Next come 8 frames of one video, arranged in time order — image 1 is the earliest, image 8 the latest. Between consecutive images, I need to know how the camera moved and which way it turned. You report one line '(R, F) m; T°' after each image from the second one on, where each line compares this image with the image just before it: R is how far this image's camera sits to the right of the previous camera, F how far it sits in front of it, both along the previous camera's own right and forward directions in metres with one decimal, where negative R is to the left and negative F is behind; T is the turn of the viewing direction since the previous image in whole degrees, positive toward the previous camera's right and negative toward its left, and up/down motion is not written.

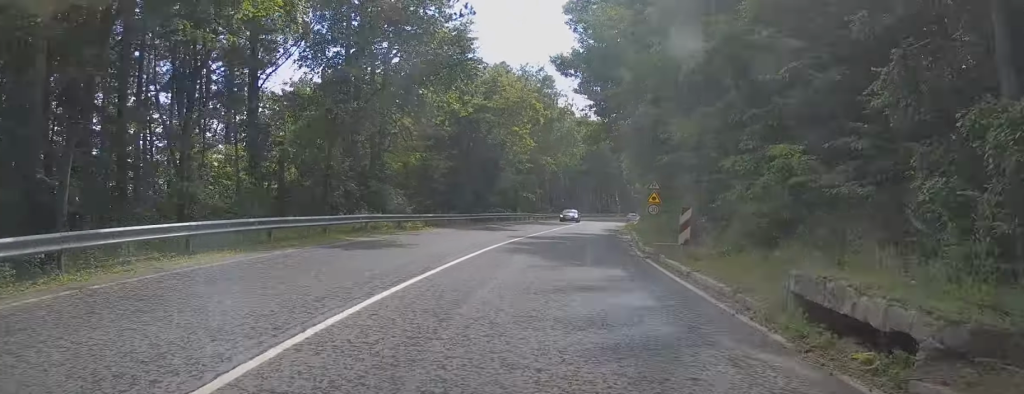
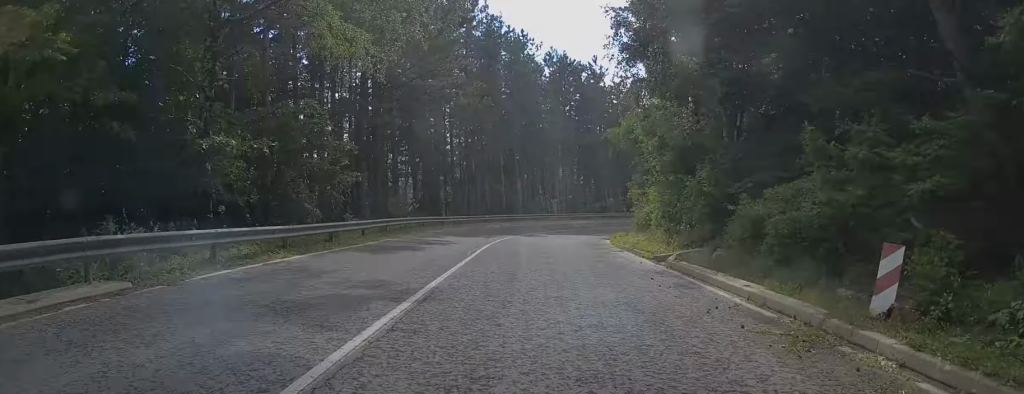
(+7.8, +49.8) m; +19°
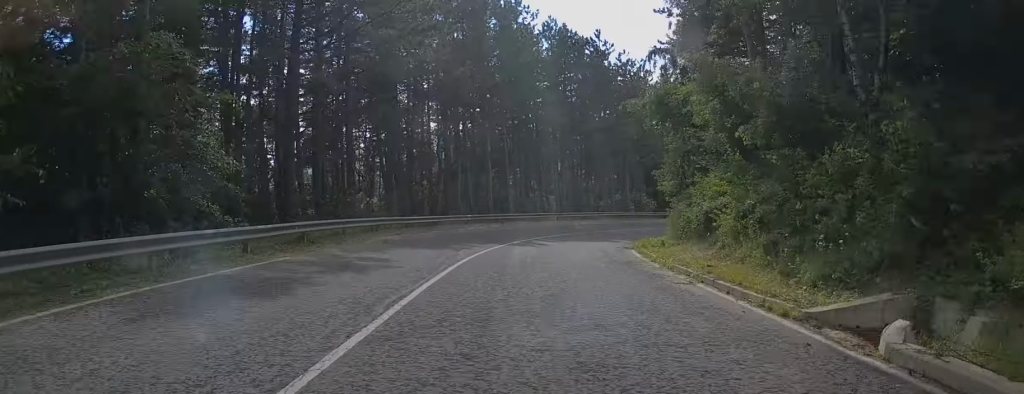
(+0.3, +10.1) m; +3°
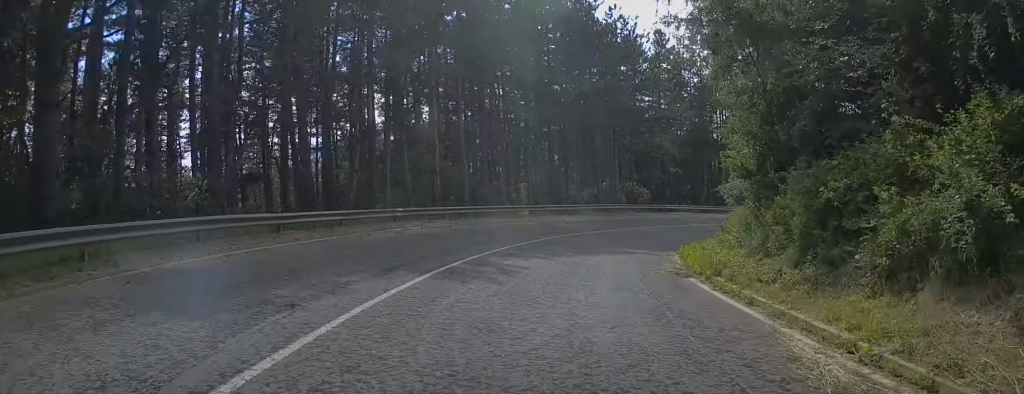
(+0.3, +13.5) m; +3°
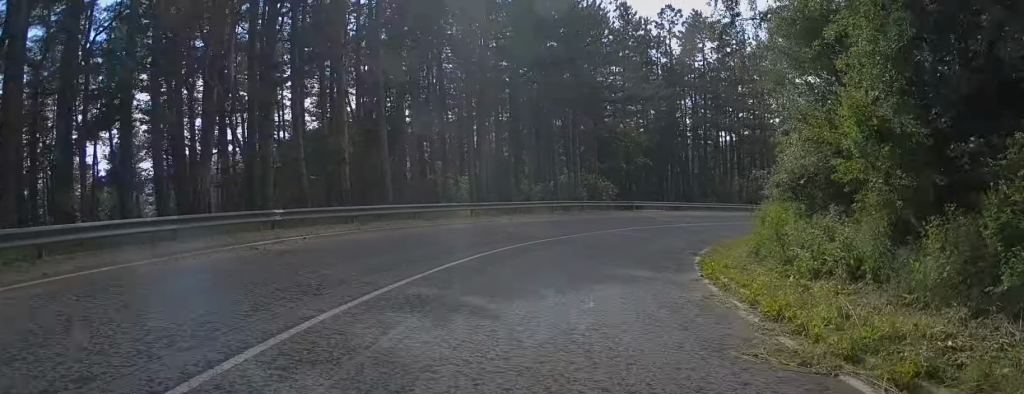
(+0.2, +8.7) m; +2°
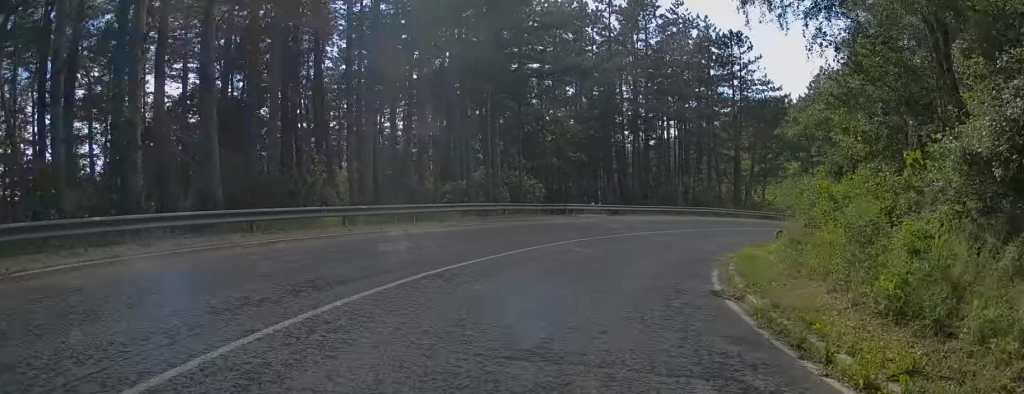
(+0.3, +9.7) m; +6°
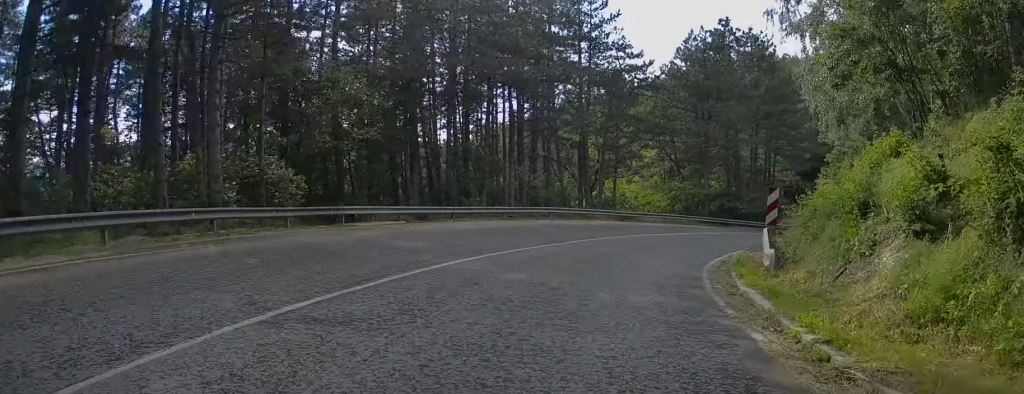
(+1.5, +14.5) m; +10°
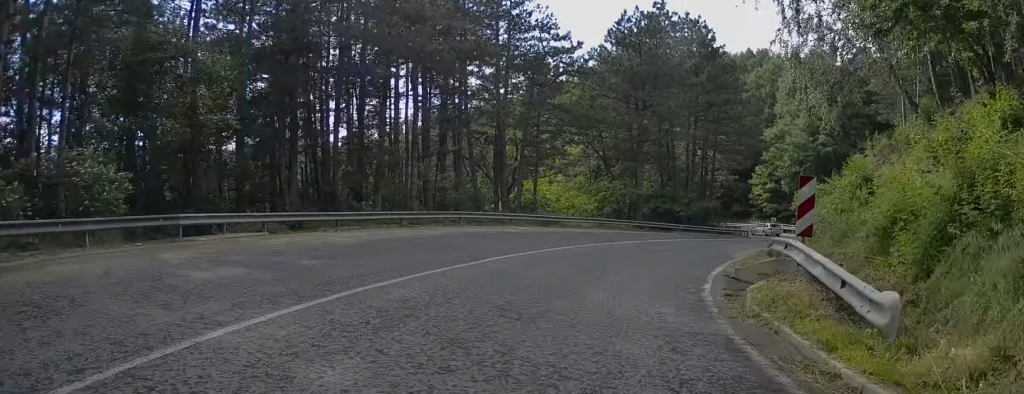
(+0.4, +6.2) m; +4°
